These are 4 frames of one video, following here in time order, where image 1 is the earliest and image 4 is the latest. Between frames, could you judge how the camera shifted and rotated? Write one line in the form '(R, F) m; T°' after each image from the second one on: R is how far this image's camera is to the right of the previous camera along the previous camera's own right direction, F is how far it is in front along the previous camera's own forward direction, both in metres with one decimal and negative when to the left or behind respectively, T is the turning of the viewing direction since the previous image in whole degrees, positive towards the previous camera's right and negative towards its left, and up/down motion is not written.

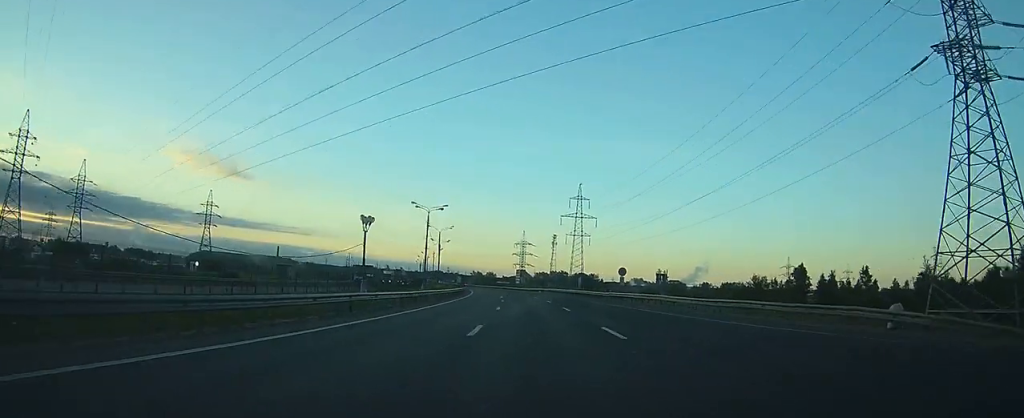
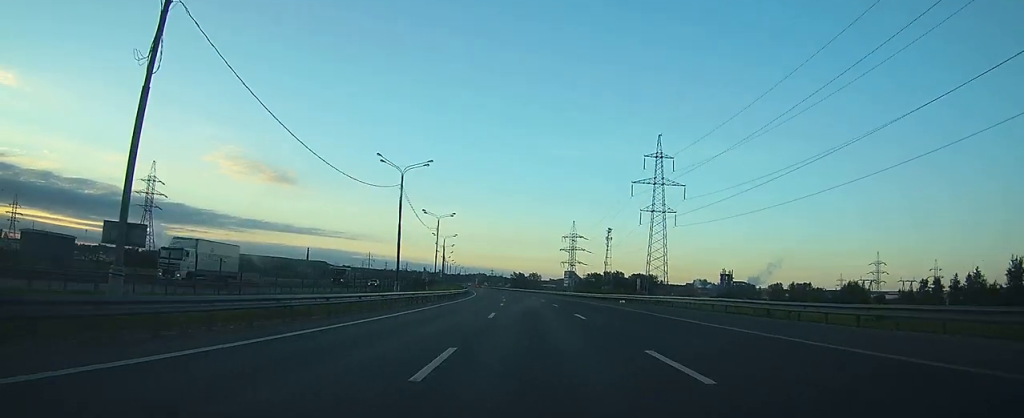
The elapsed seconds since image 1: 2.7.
(-3.2, +70.3) m; -5°
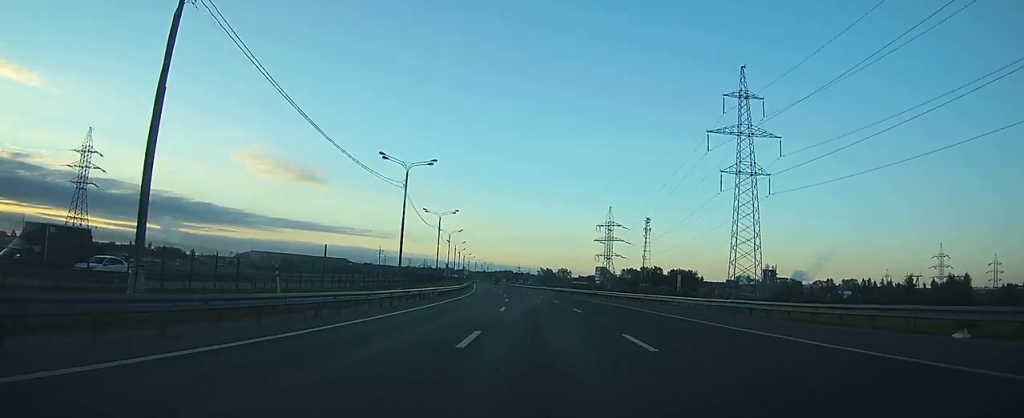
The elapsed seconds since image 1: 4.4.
(-1.2, +43.5) m; -3°
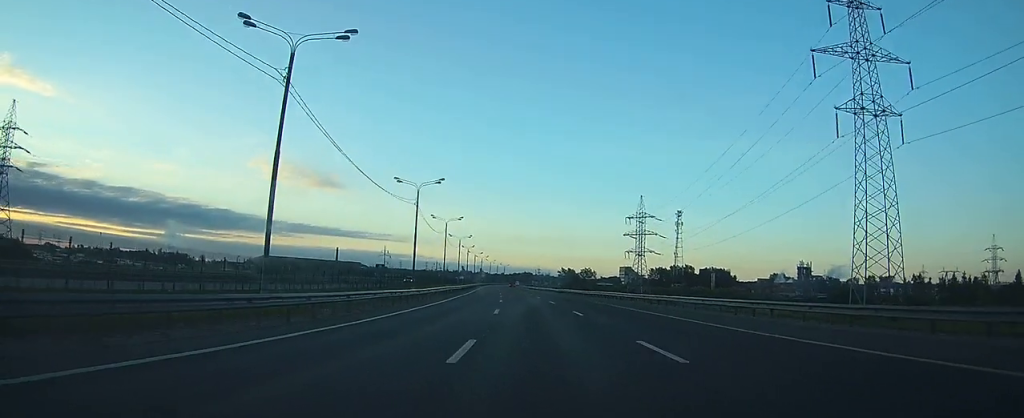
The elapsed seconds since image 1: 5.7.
(-0.4, +34.2) m; -1°
